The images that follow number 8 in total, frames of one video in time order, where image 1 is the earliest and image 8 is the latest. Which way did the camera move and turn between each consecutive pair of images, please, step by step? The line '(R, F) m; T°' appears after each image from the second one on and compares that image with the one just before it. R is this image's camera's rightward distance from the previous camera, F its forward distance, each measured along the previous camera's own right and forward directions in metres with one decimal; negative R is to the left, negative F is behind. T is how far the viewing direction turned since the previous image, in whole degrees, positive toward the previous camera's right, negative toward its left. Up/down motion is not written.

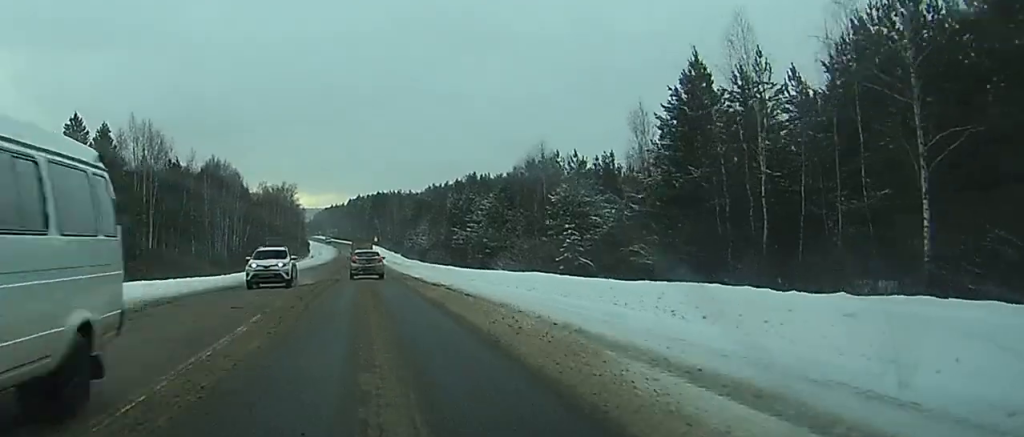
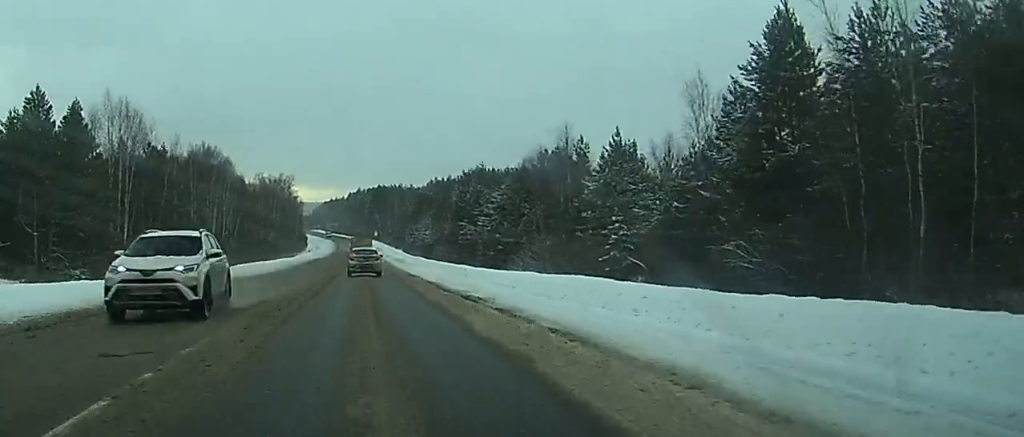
(0.0, +10.2) m; 0°
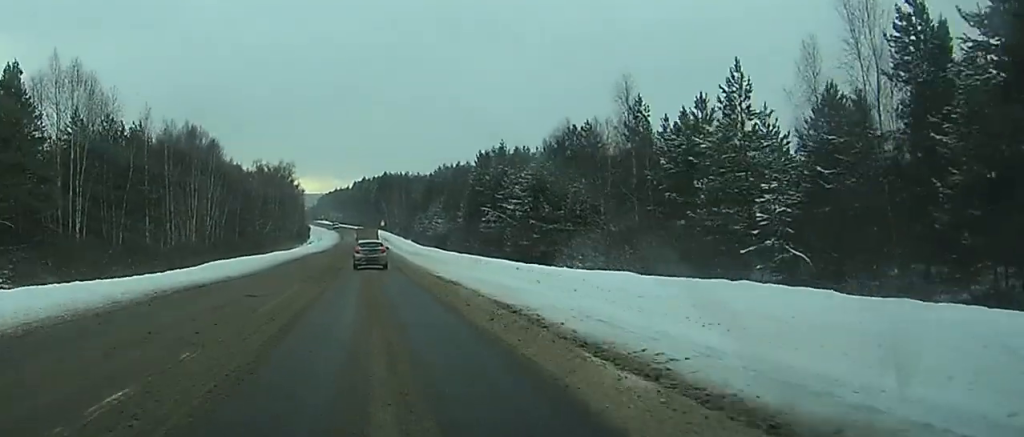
(0.0, +16.6) m; 0°
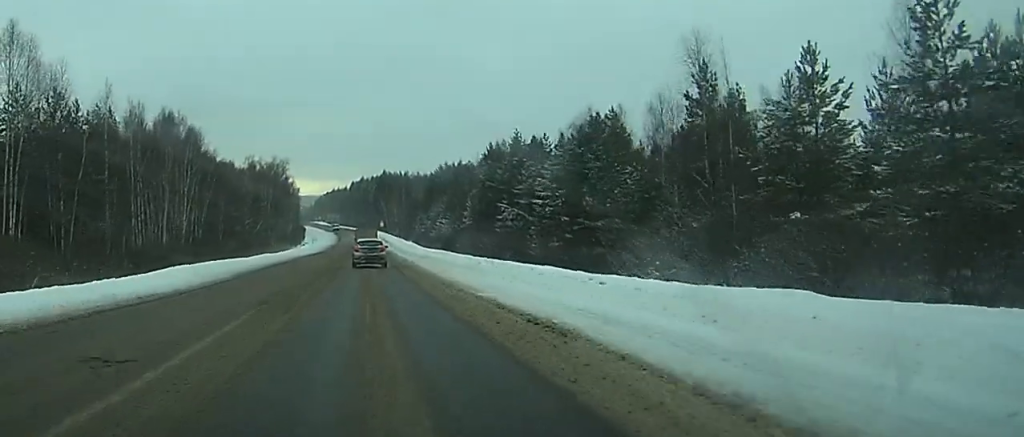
(0.0, +13.5) m; 0°
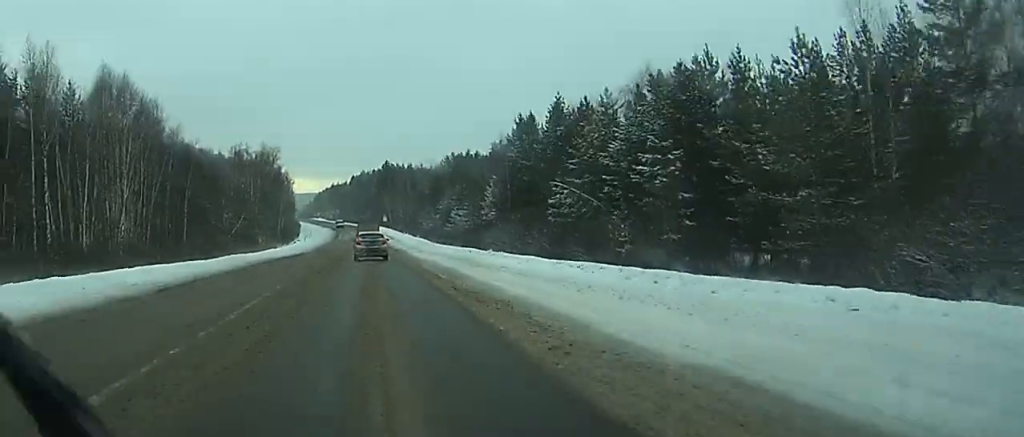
(0.0, +24.9) m; 0°
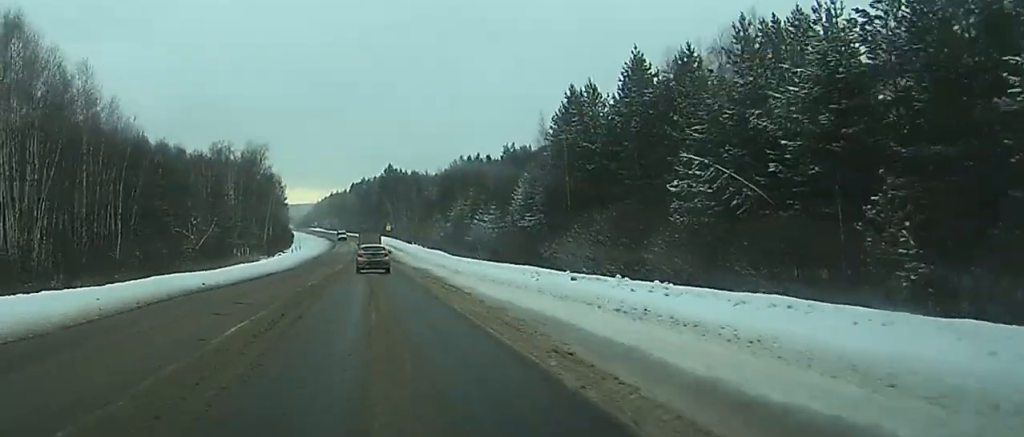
(0.0, +26.8) m; 0°
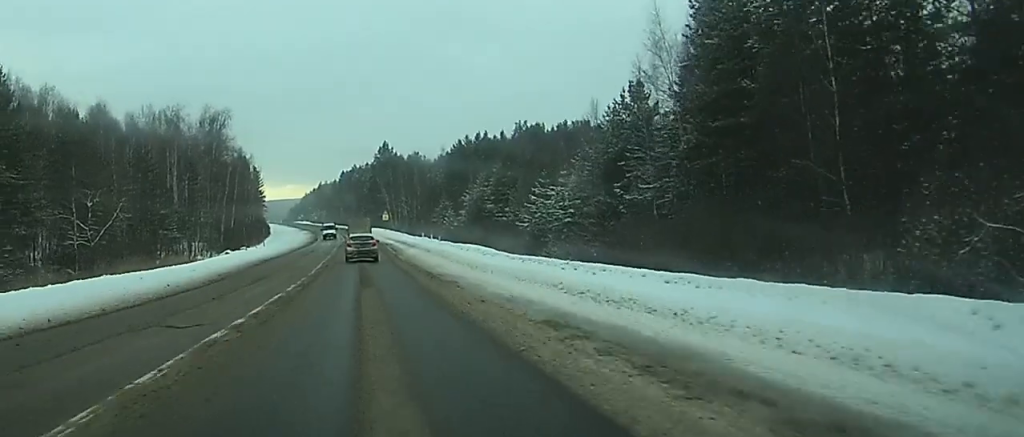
(+0.2, +40.3) m; 0°
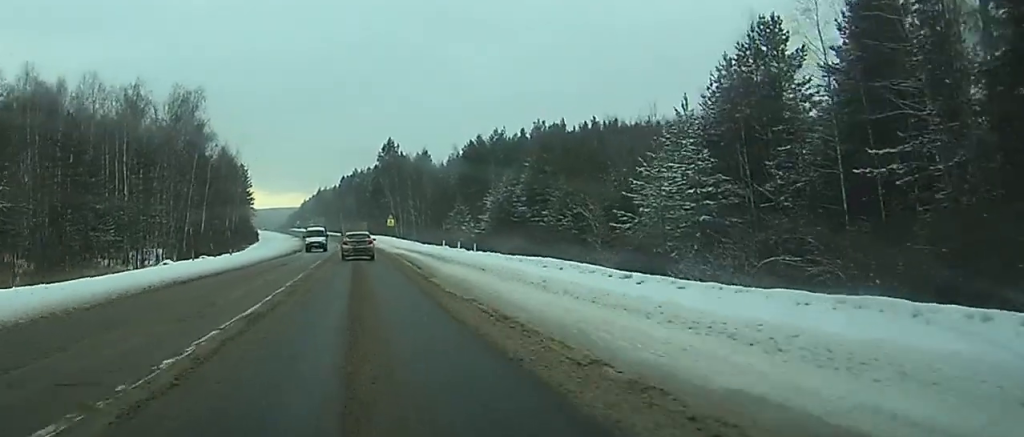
(-0.1, +25.0) m; 0°
